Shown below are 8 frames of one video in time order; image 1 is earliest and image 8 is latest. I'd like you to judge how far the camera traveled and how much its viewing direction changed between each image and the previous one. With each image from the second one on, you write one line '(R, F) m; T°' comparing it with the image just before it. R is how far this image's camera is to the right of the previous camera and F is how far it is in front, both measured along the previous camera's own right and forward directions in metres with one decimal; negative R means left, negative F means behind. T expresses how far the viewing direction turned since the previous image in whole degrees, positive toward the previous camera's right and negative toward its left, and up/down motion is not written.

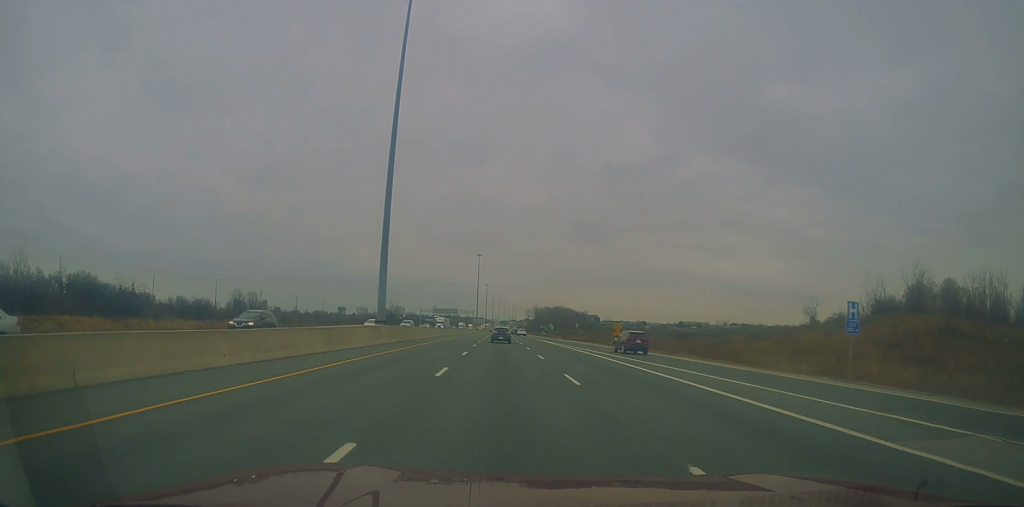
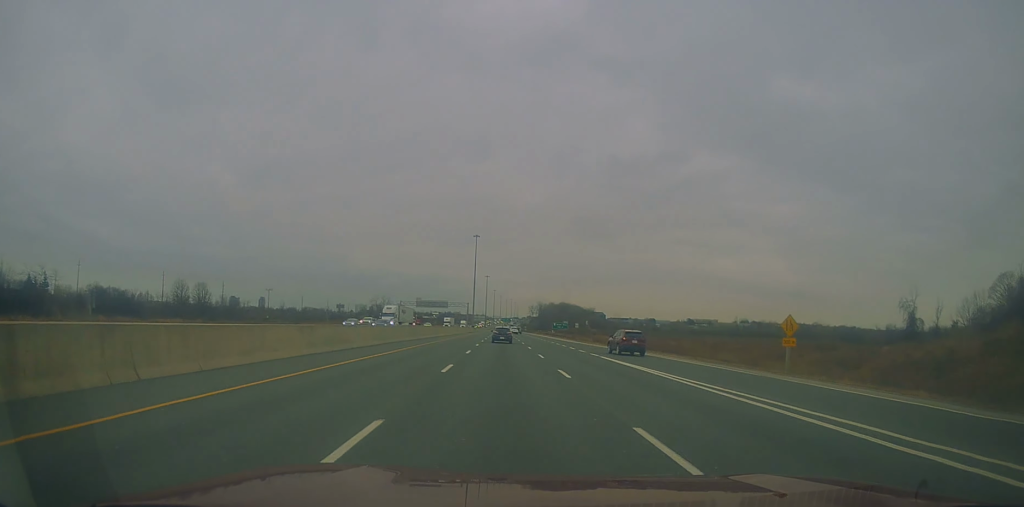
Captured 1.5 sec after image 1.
(-0.5, +46.0) m; -1°
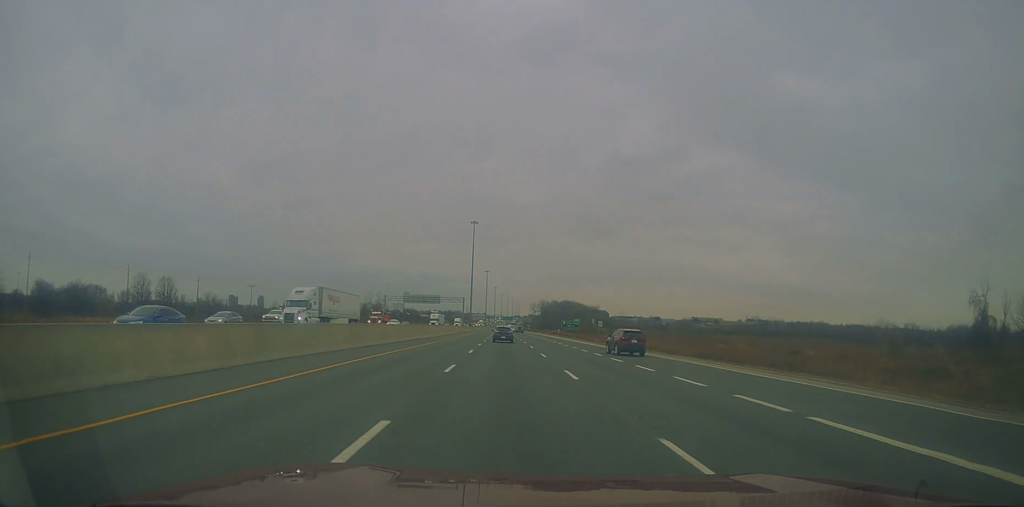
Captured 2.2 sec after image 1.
(-0.3, +23.9) m; 0°
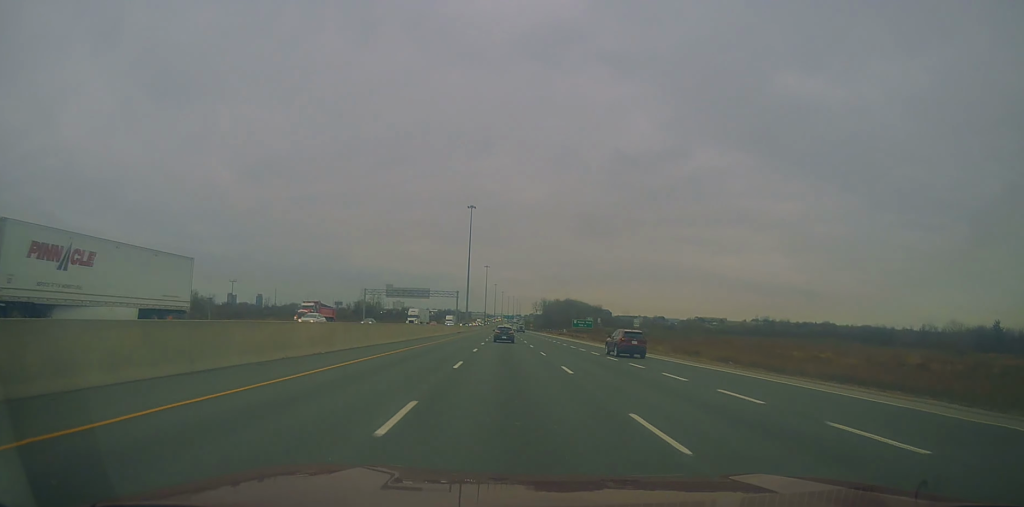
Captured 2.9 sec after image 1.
(+0.4, +21.9) m; +1°
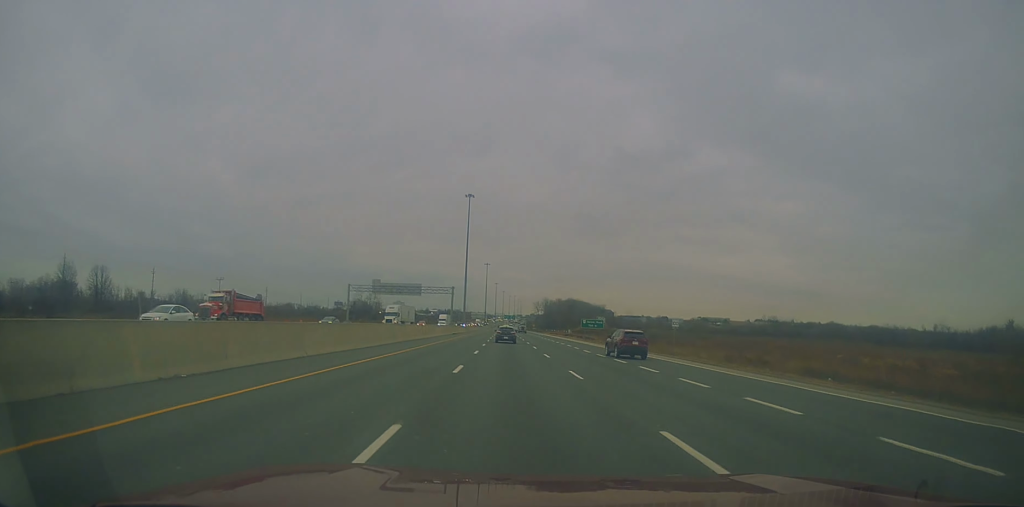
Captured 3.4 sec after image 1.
(+0.1, +13.6) m; 0°
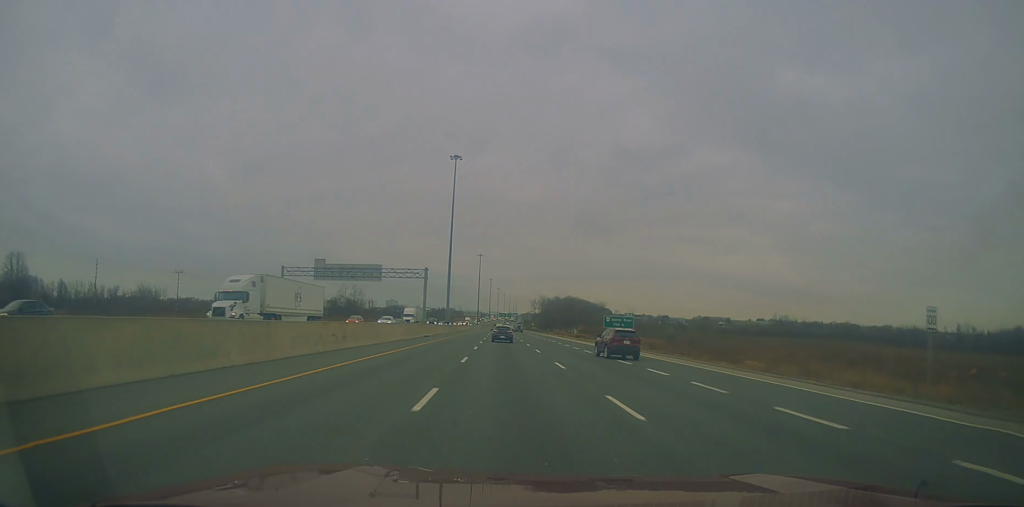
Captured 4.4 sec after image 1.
(0.0, +31.6) m; 0°
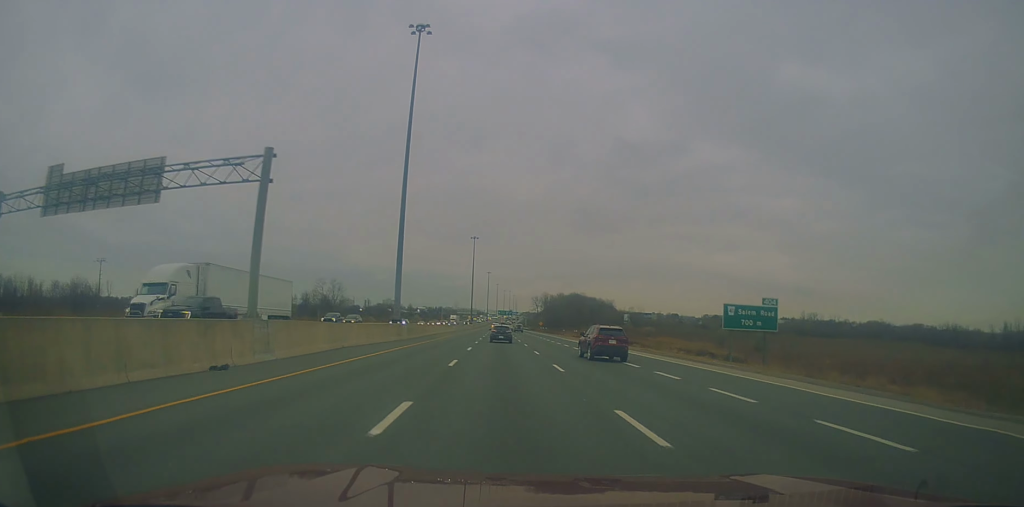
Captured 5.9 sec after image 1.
(+0.3, +49.7) m; 0°
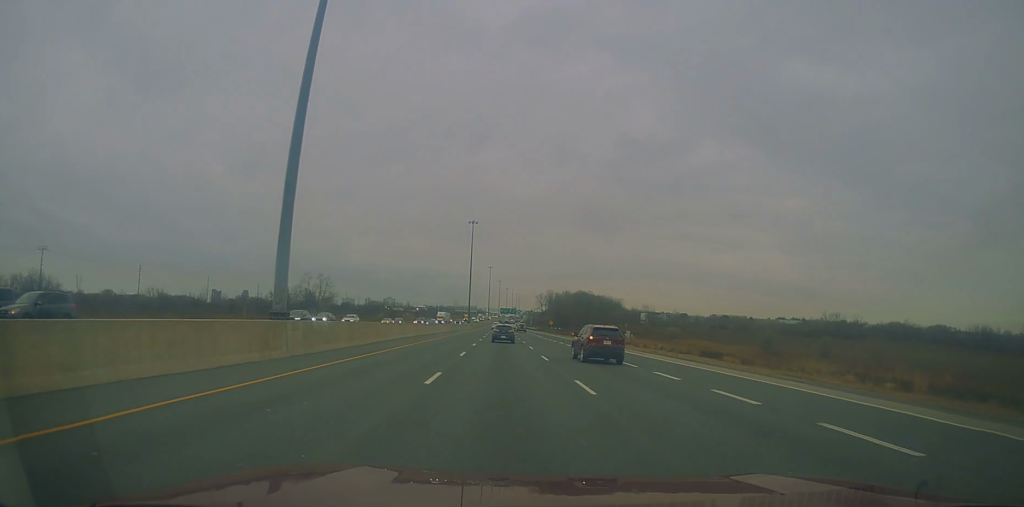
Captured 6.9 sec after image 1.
(-0.1, +29.7) m; -1°
